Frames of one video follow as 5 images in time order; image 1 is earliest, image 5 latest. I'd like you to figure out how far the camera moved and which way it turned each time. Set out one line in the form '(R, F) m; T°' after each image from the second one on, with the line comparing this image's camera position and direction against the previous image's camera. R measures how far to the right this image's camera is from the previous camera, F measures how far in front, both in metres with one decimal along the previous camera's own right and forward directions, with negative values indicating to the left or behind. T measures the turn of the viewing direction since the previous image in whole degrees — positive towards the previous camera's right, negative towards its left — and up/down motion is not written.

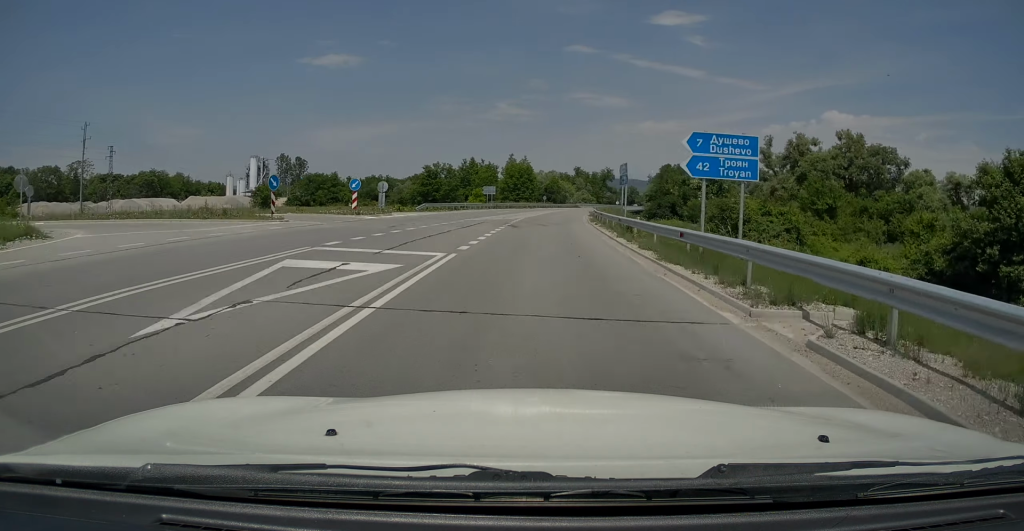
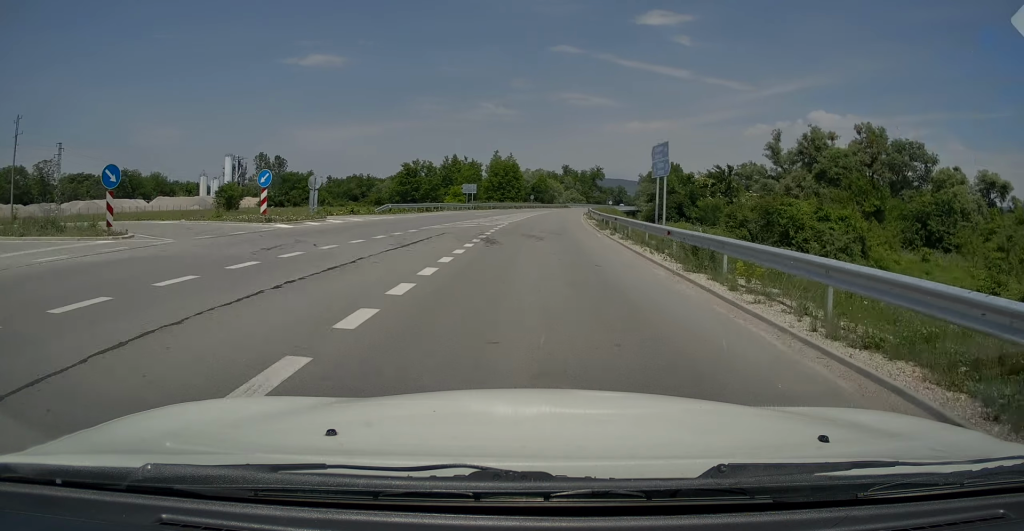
(+0.1, +10.6) m; +1°
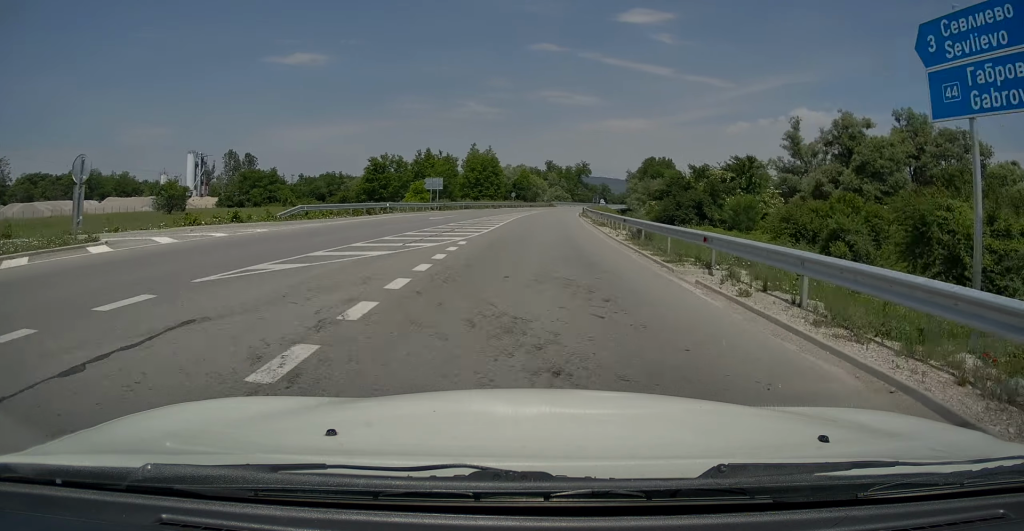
(+0.2, +15.3) m; +2°
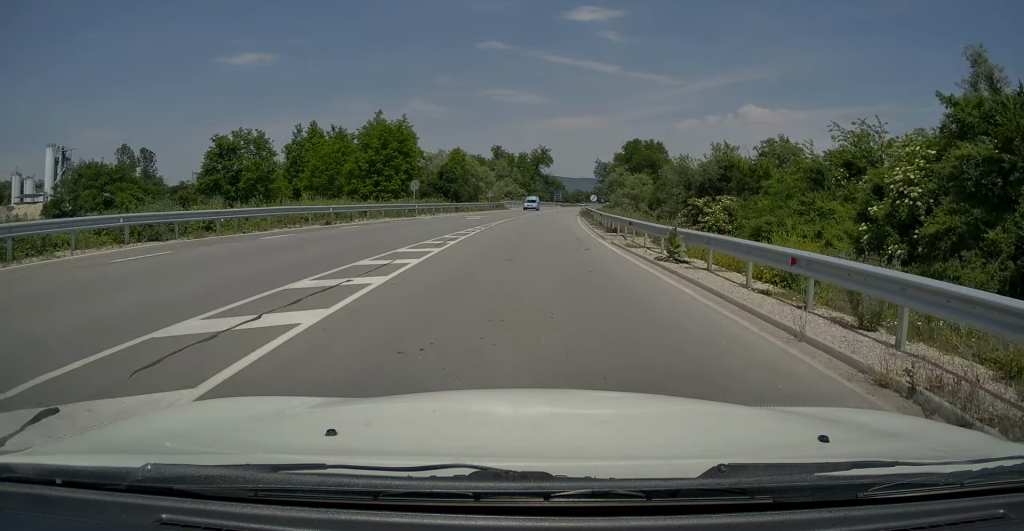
(+2.2, +52.5) m; +4°
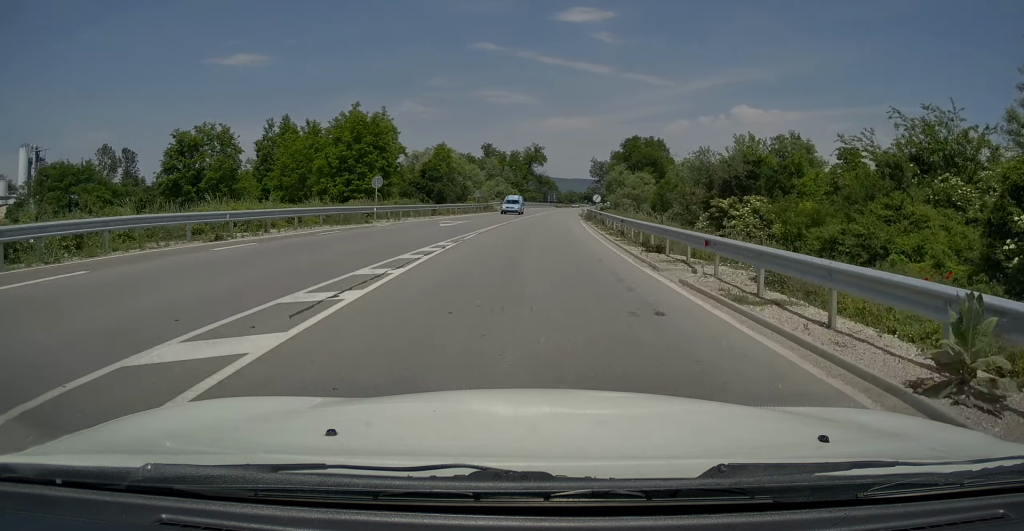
(+0.1, +8.8) m; +1°
